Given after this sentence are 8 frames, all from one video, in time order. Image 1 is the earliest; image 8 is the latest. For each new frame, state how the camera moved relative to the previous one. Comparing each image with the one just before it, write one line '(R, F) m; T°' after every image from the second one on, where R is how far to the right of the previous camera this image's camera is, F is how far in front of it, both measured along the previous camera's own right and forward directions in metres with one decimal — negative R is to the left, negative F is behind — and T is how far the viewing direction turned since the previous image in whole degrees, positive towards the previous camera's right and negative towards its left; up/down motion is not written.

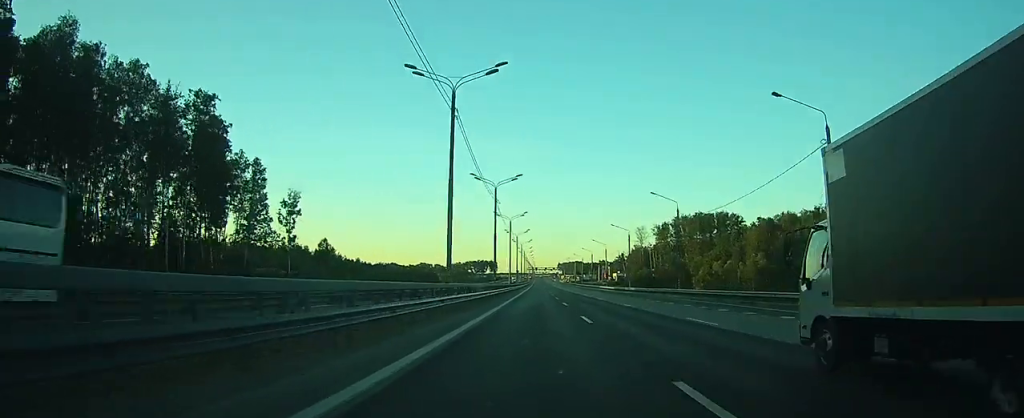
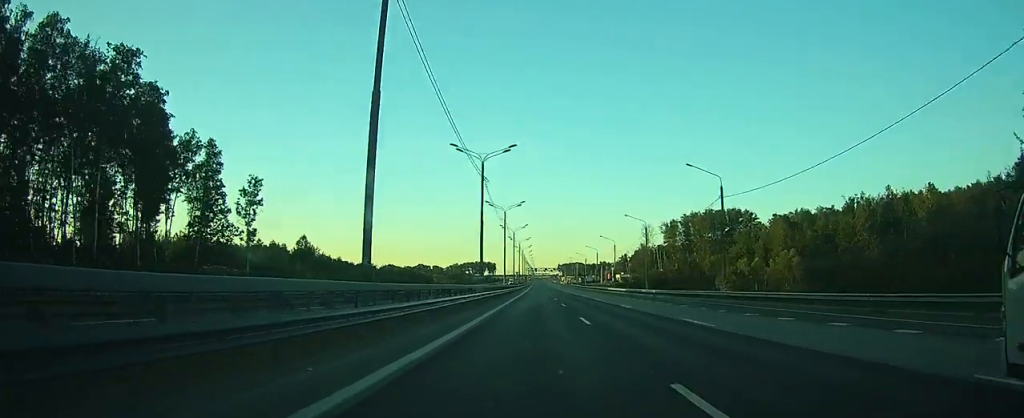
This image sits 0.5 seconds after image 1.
(0.0, +16.0) m; 0°
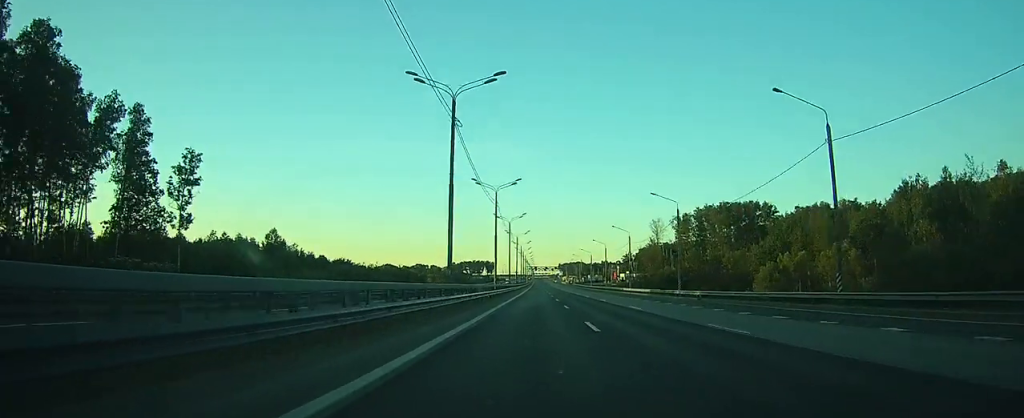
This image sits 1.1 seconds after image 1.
(0.0, +19.2) m; 0°
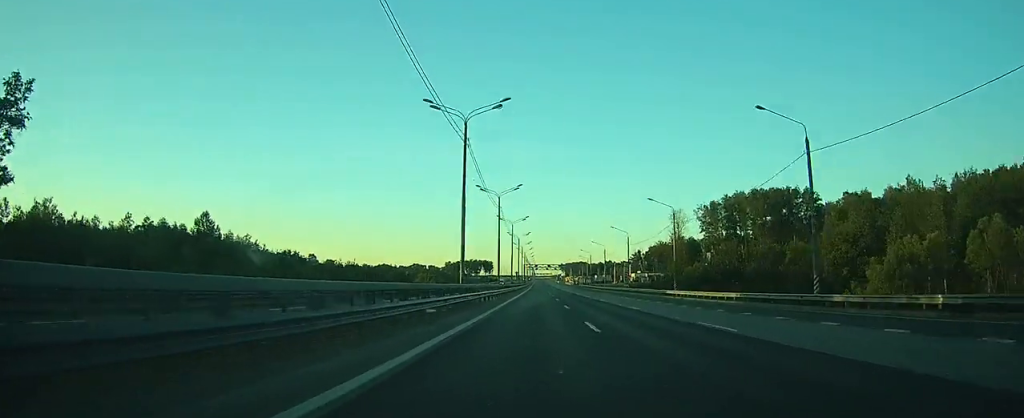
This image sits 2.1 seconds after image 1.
(-0.1, +32.0) m; 0°
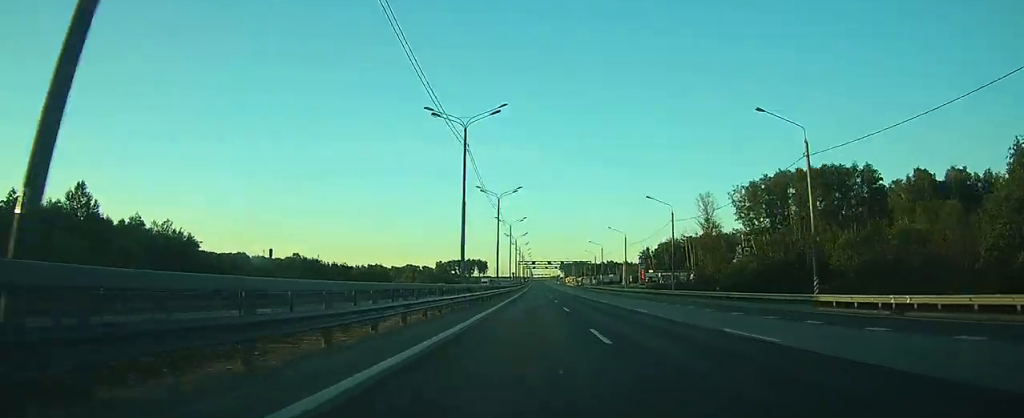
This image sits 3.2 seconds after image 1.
(0.0, +35.1) m; 0°
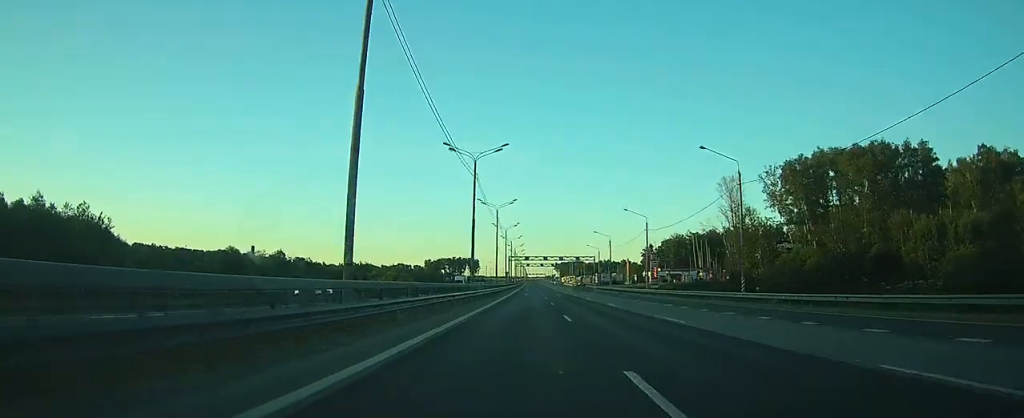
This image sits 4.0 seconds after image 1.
(0.0, +24.4) m; 0°
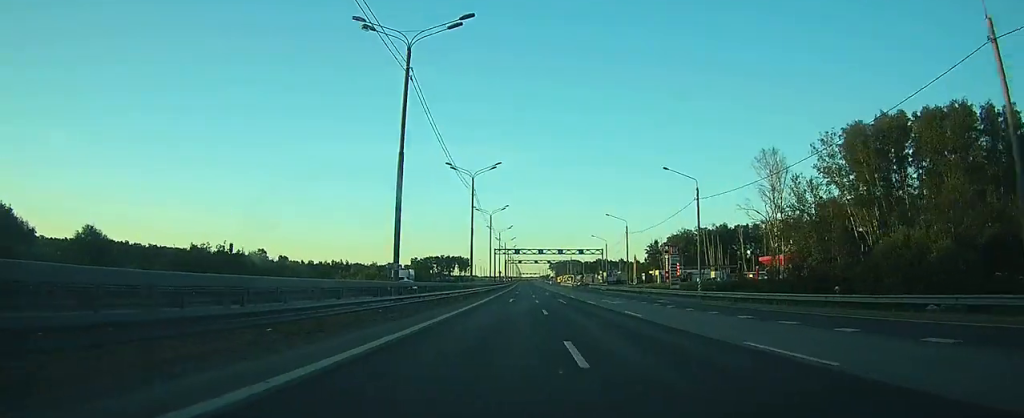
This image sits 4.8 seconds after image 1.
(0.0, +27.5) m; 0°
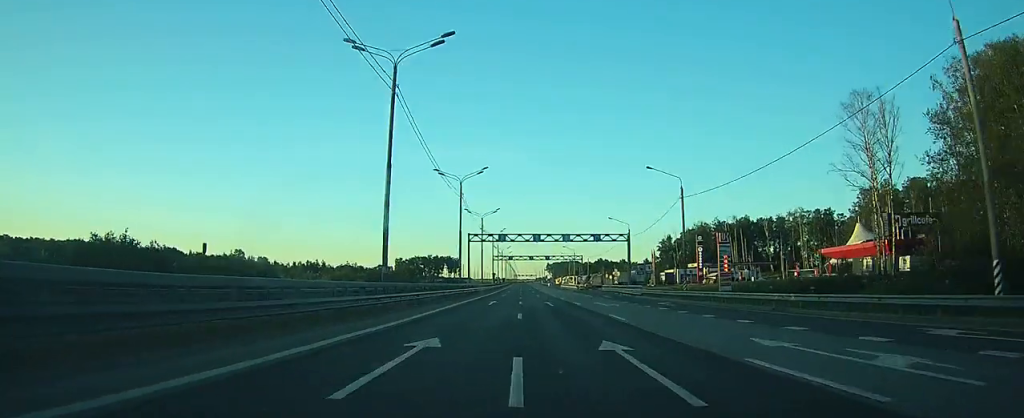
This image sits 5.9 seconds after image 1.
(+0.2, +34.7) m; 0°
